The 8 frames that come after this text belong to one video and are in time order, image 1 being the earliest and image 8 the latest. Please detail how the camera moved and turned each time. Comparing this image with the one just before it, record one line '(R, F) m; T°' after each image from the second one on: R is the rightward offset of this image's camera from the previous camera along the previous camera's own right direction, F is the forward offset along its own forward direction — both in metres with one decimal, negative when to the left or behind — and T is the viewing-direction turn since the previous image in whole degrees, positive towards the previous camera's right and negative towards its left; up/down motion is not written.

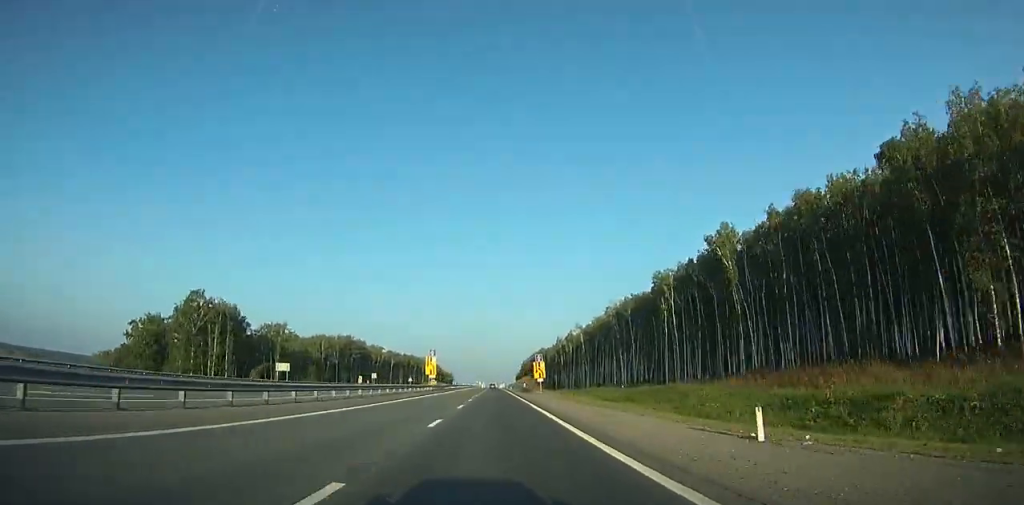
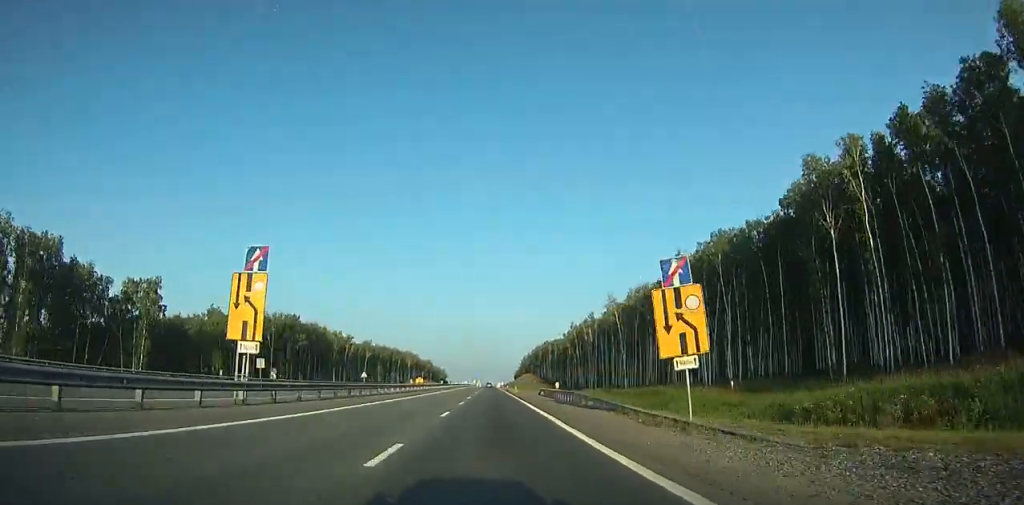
(0.0, +56.4) m; 0°
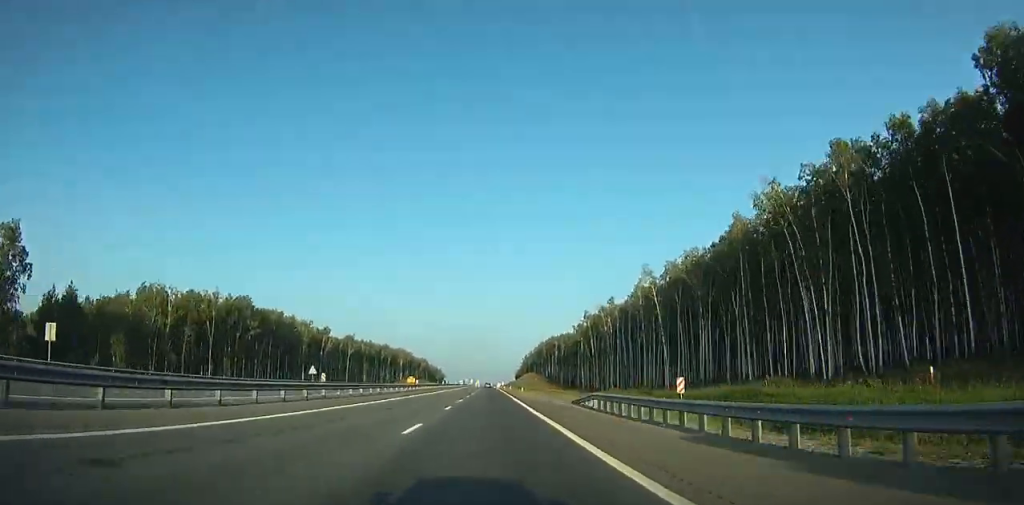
(+0.2, +31.4) m; 0°
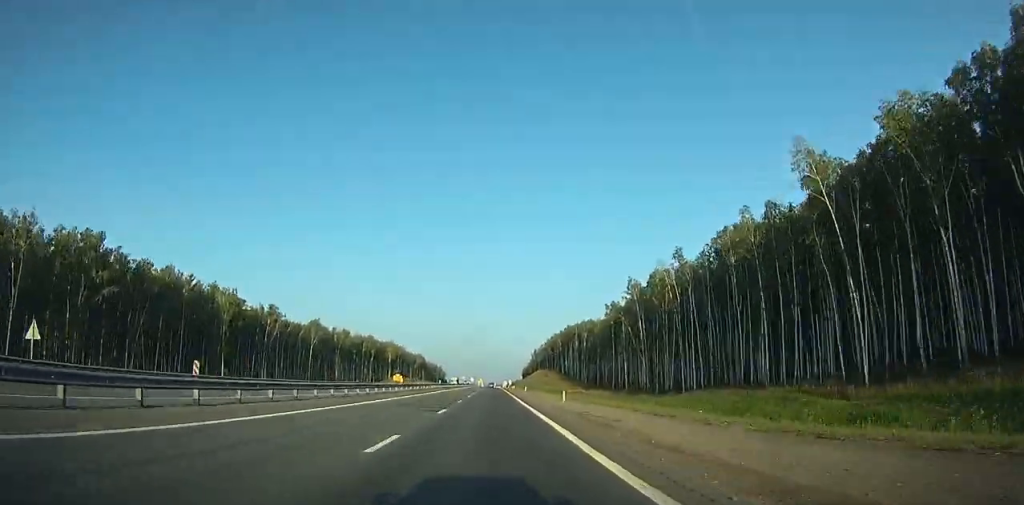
(-0.1, +52.2) m; 0°
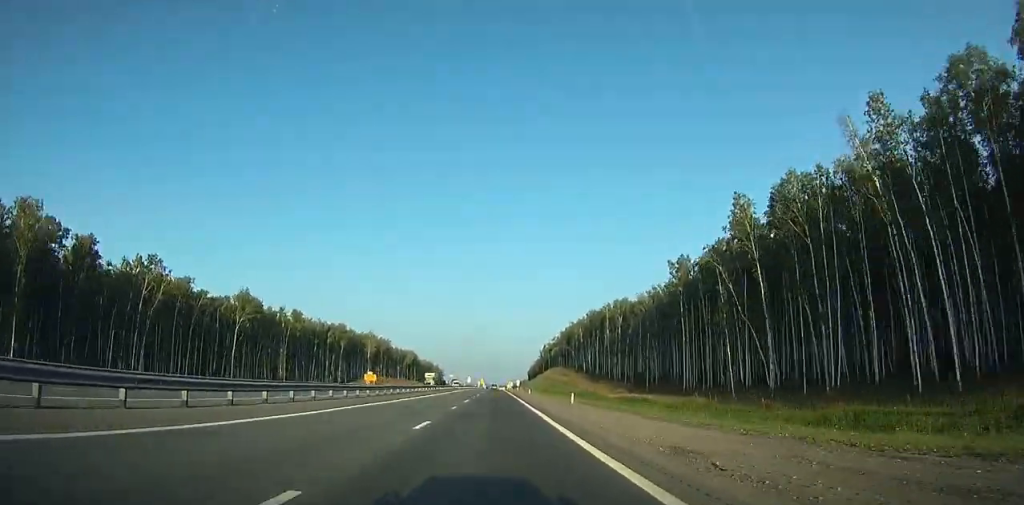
(-0.2, +53.6) m; 0°
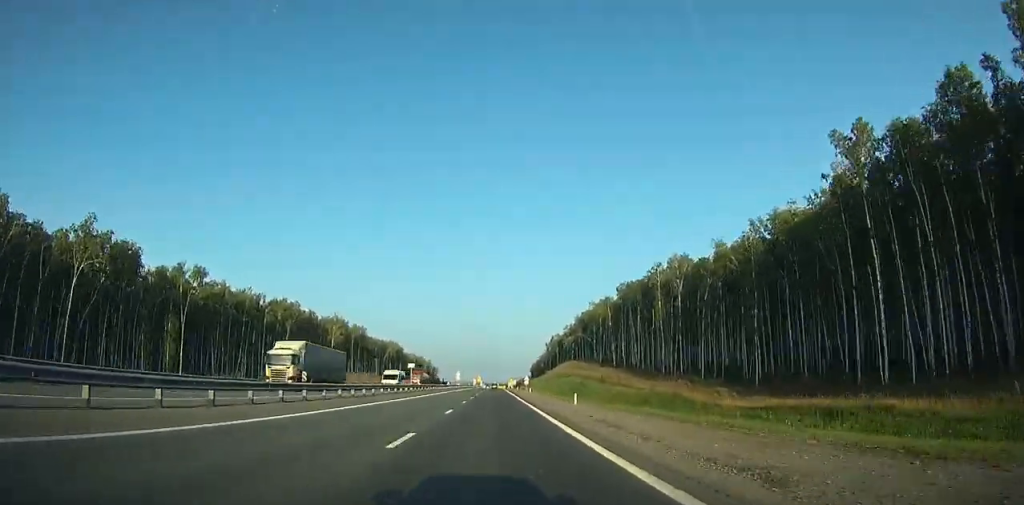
(-0.3, +52.5) m; 0°
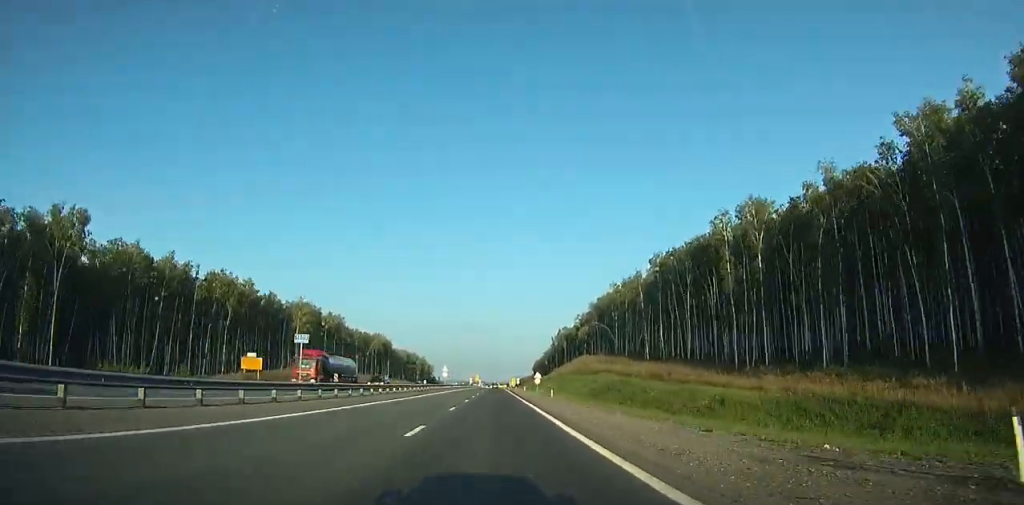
(+0.3, +32.7) m; 0°
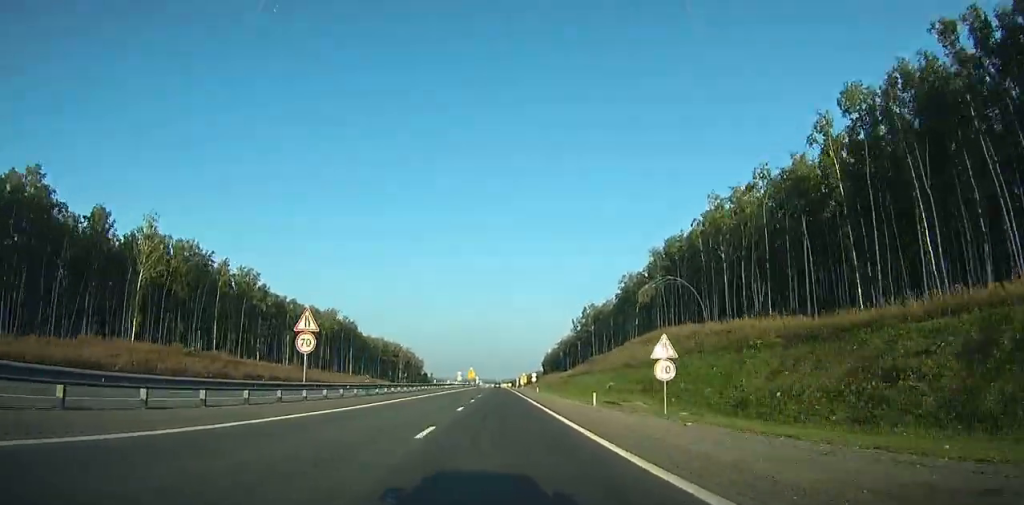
(+0.3, +71.3) m; 0°
